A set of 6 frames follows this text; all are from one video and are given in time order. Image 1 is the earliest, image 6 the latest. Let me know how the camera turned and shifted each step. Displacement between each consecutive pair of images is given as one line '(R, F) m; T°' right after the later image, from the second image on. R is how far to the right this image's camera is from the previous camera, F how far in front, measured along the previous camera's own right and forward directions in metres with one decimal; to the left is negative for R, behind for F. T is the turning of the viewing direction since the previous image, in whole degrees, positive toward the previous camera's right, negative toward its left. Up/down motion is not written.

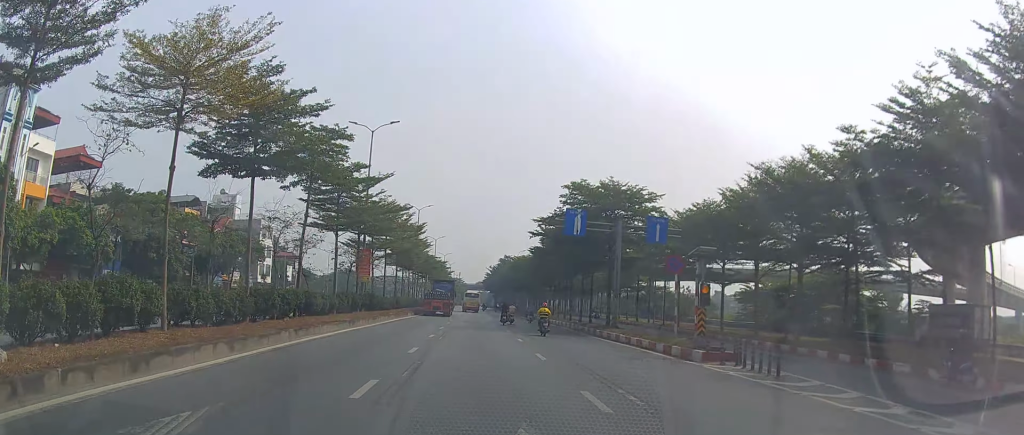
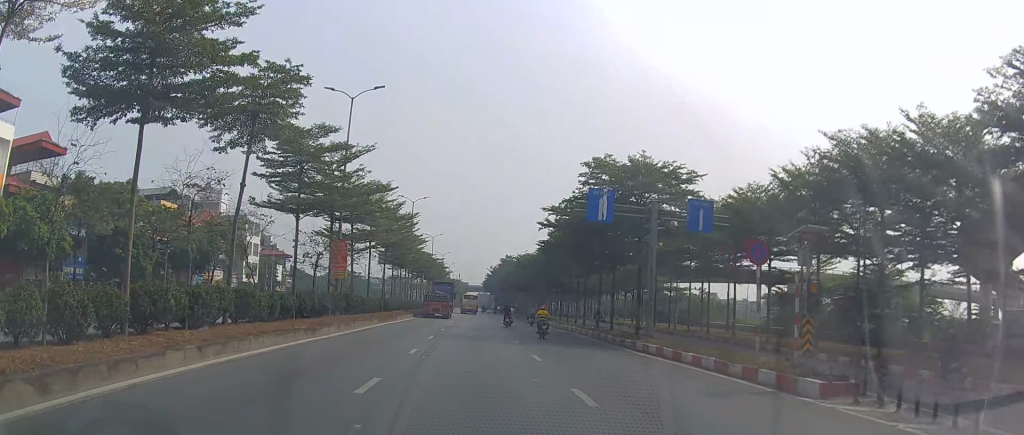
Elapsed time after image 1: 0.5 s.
(-0.3, +7.7) m; 0°
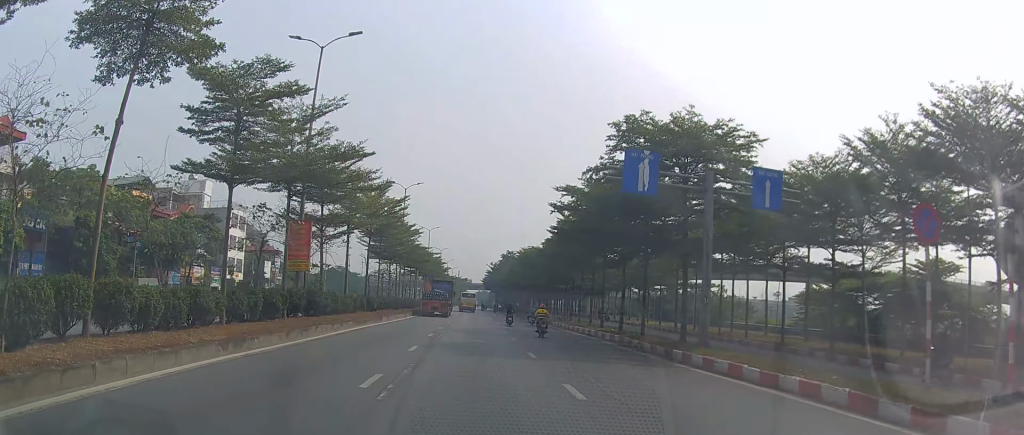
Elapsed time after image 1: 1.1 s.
(0.0, +7.9) m; 0°
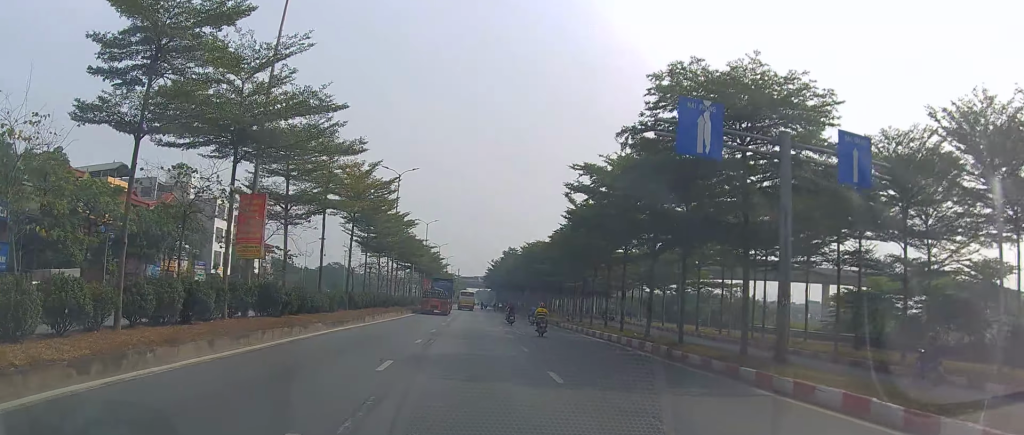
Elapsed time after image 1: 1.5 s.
(+0.3, +6.6) m; -1°
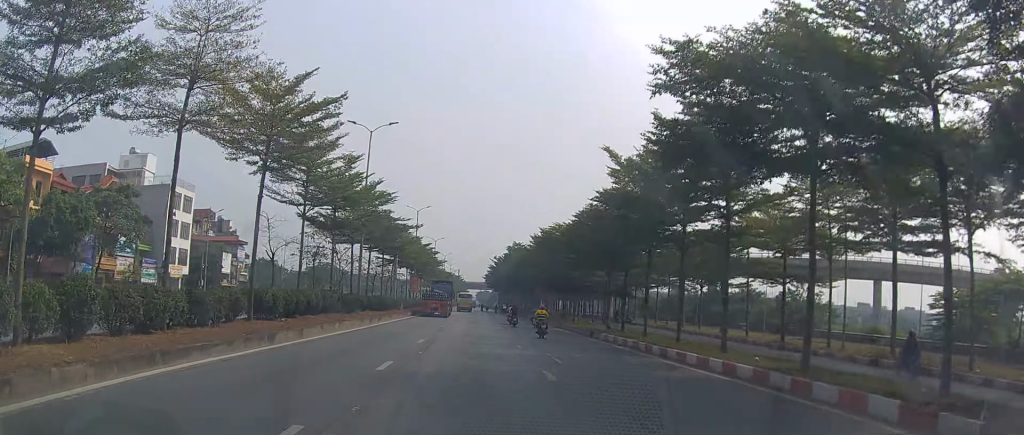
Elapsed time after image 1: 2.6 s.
(-0.6, +17.4) m; -2°
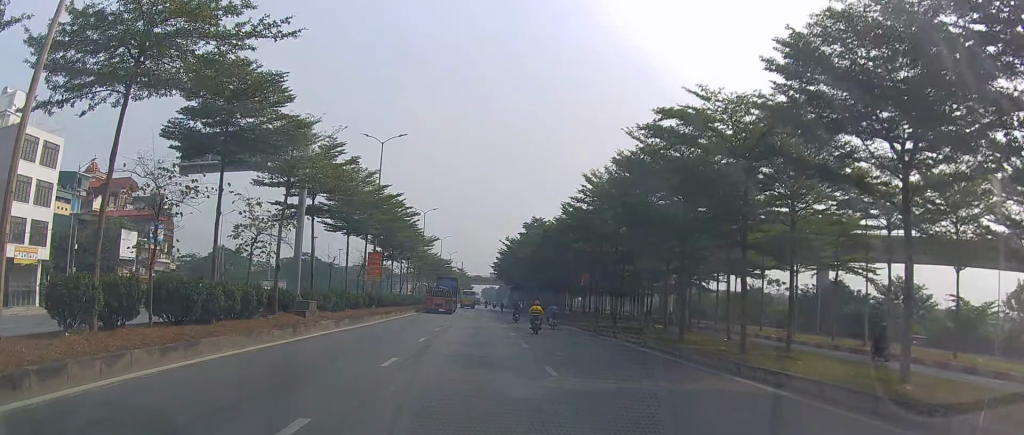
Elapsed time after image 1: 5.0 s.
(+1.6, +34.7) m; +5°
